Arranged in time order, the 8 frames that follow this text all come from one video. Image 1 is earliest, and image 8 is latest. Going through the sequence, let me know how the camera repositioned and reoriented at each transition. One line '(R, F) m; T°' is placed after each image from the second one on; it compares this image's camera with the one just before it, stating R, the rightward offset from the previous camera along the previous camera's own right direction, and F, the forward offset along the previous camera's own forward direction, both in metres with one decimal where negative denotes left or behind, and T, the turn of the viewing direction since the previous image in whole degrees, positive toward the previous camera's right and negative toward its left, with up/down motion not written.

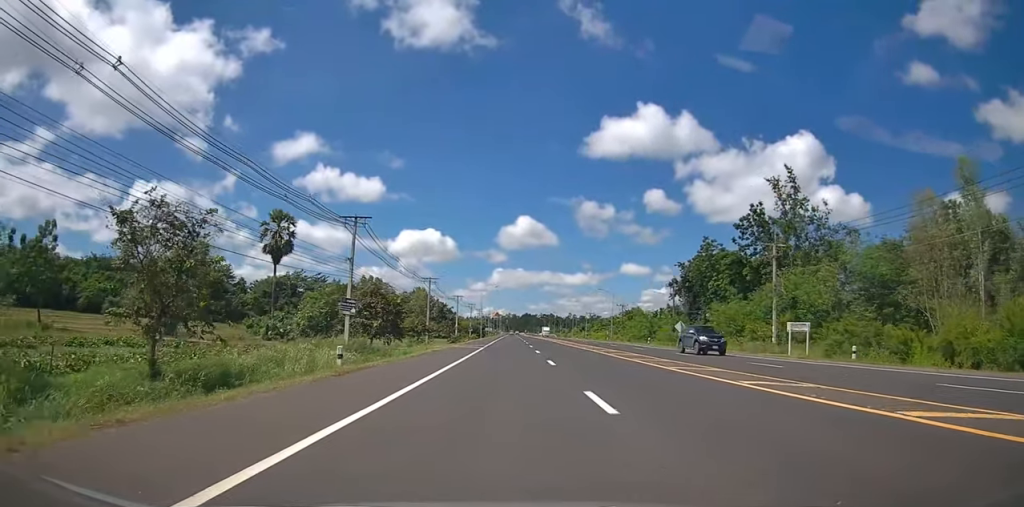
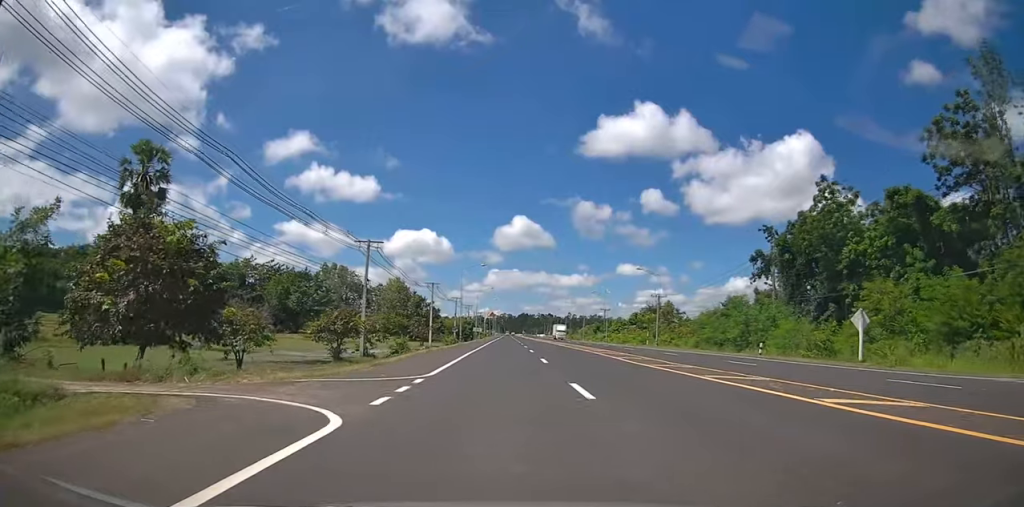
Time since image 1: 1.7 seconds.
(+0.3, +34.2) m; +1°
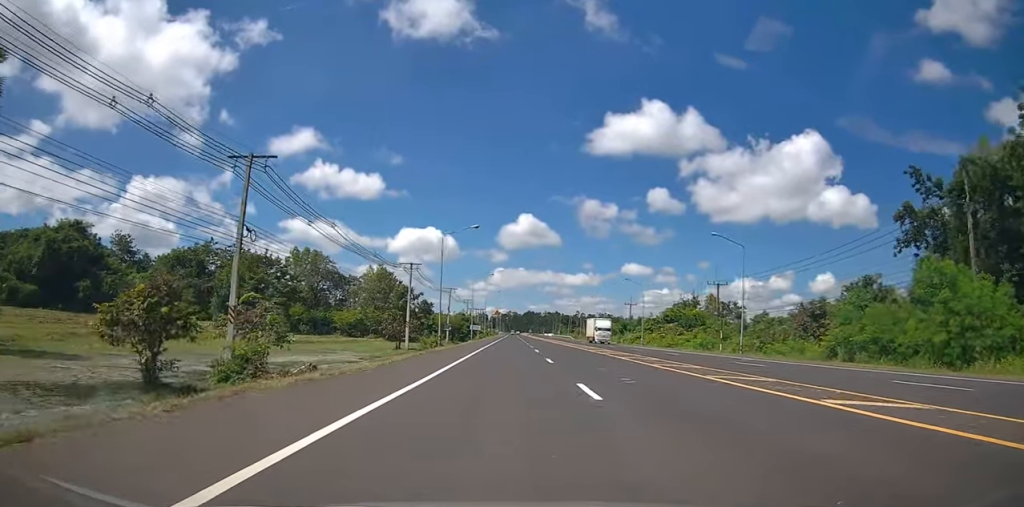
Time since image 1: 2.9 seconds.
(0.0, +24.2) m; 0°
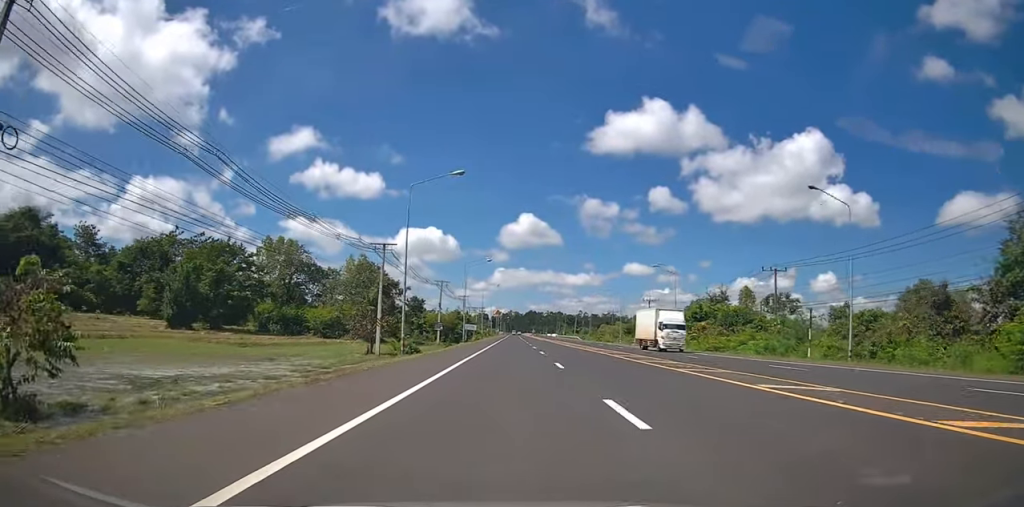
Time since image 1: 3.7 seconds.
(+0.1, +15.1) m; 0°
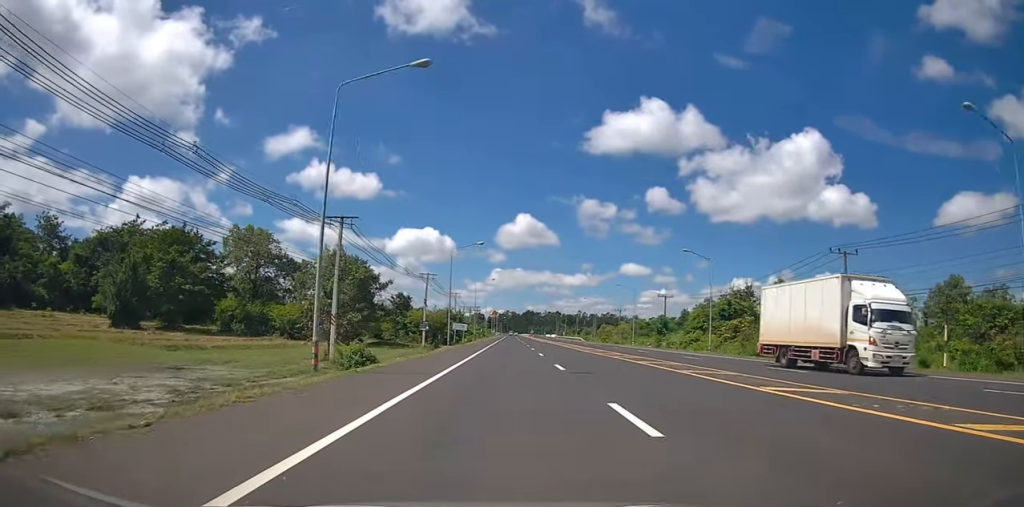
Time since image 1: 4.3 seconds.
(-0.1, +12.5) m; 0°
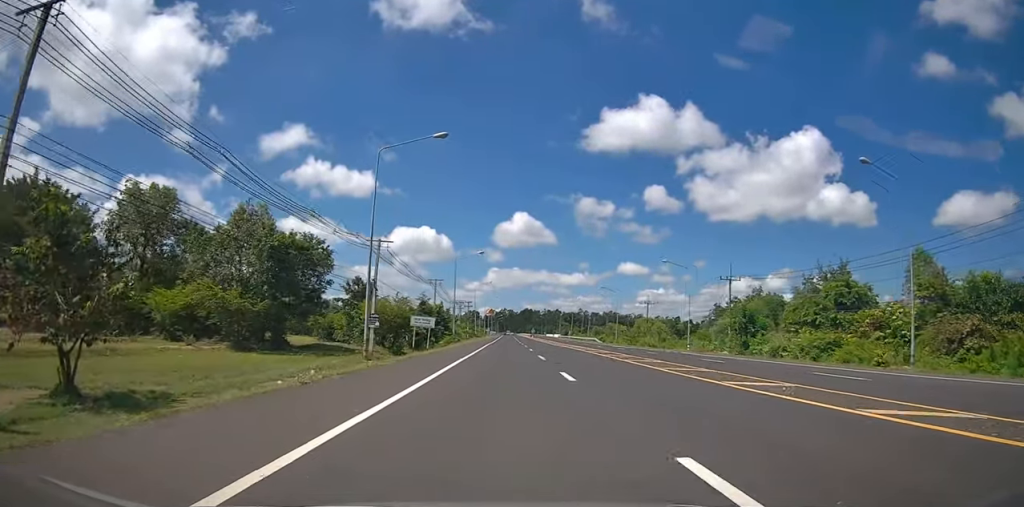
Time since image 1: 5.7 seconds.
(0.0, +28.3) m; 0°
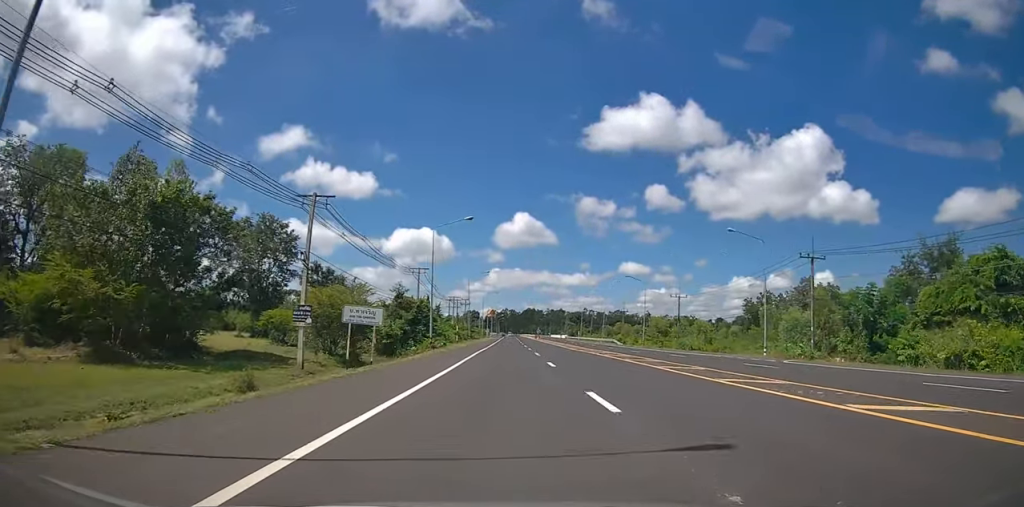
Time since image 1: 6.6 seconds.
(0.0, +17.8) m; 0°
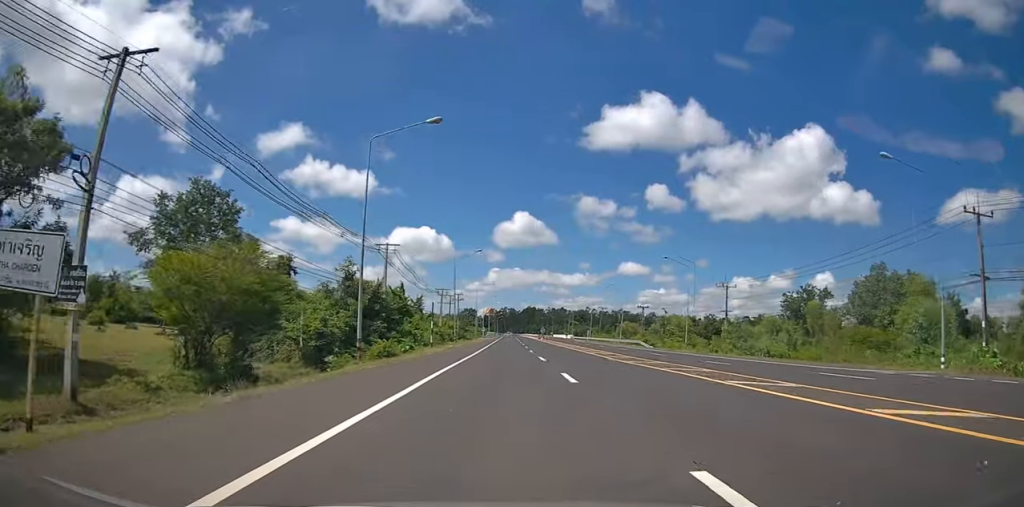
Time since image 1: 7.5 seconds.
(0.0, +18.7) m; 0°
